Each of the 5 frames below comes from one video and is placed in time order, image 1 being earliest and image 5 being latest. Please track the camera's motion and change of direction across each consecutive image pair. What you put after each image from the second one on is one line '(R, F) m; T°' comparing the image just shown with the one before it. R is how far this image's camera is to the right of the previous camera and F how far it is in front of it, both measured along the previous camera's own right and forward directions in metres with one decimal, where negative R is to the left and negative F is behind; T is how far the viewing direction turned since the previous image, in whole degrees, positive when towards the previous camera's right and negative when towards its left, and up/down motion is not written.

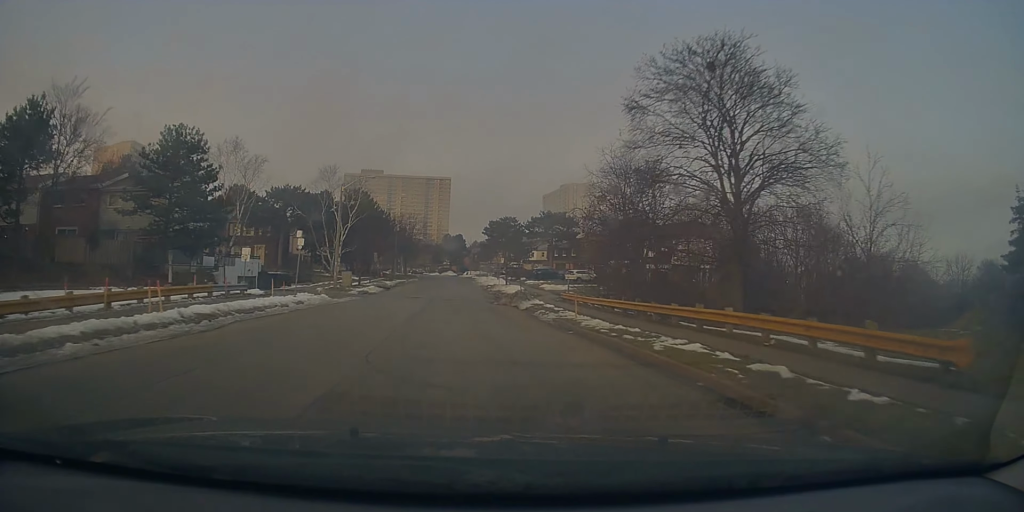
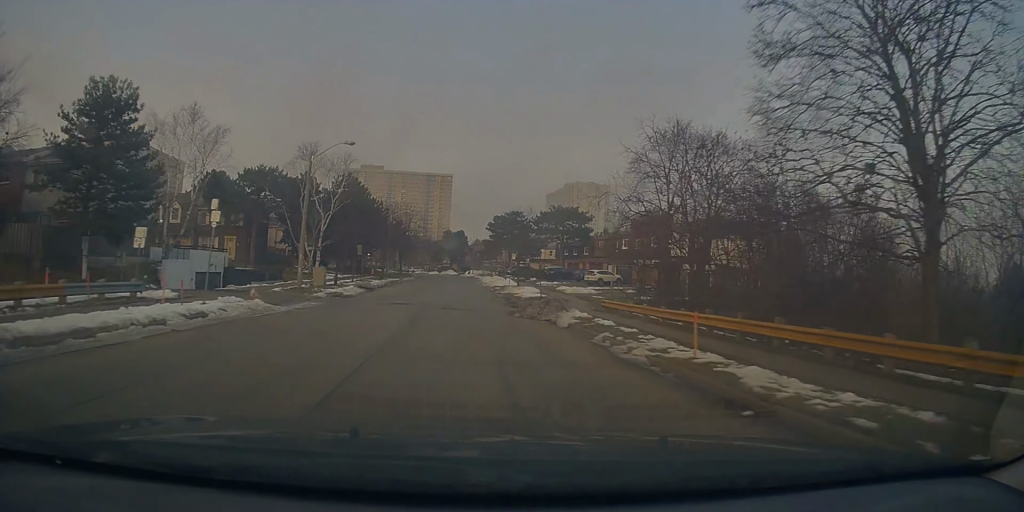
(0.0, +9.8) m; 0°
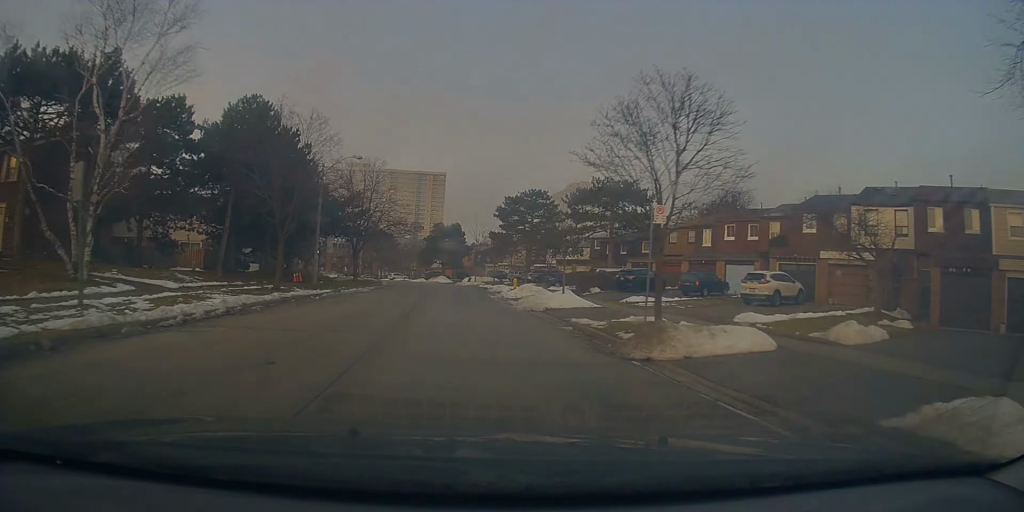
(-0.7, +34.5) m; -2°
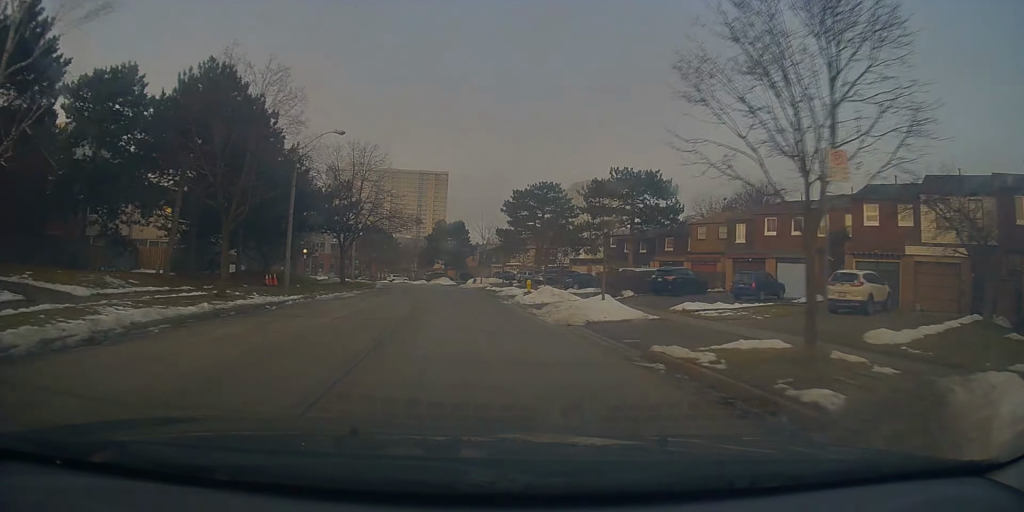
(+0.2, +6.8) m; 0°
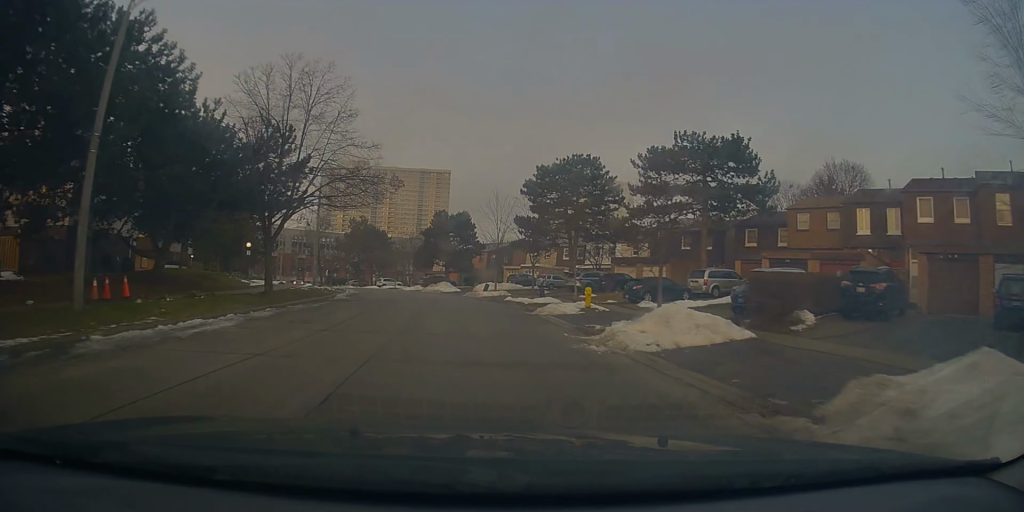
(-0.3, +17.7) m; 0°
